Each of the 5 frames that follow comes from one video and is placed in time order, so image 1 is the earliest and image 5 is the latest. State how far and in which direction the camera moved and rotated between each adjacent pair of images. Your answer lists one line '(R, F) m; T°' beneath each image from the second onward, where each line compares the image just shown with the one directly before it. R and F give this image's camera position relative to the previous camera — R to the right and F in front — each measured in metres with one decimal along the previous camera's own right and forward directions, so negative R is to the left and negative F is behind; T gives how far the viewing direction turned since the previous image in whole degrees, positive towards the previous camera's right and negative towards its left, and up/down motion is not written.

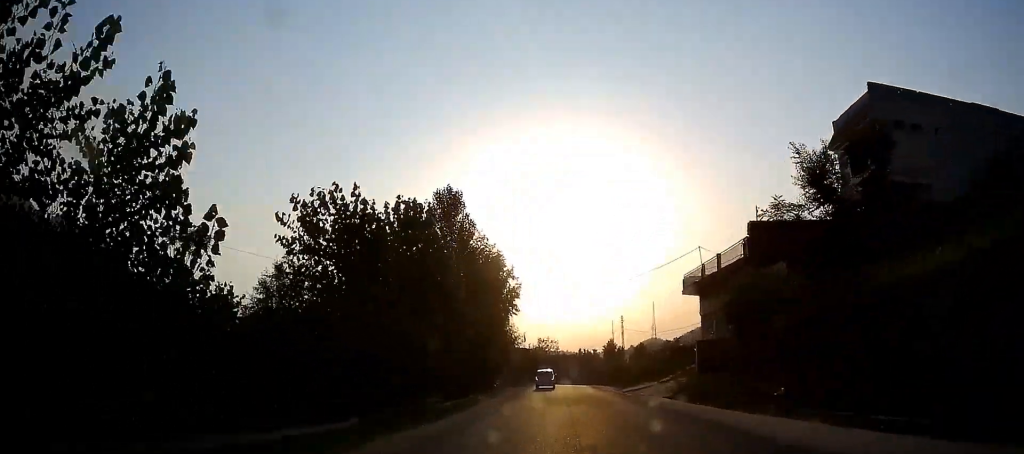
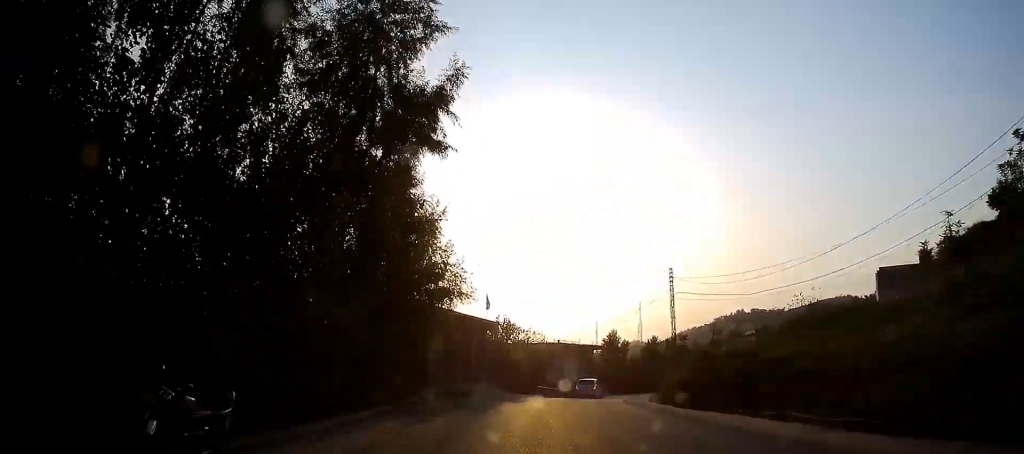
(+0.9, +38.0) m; +4°
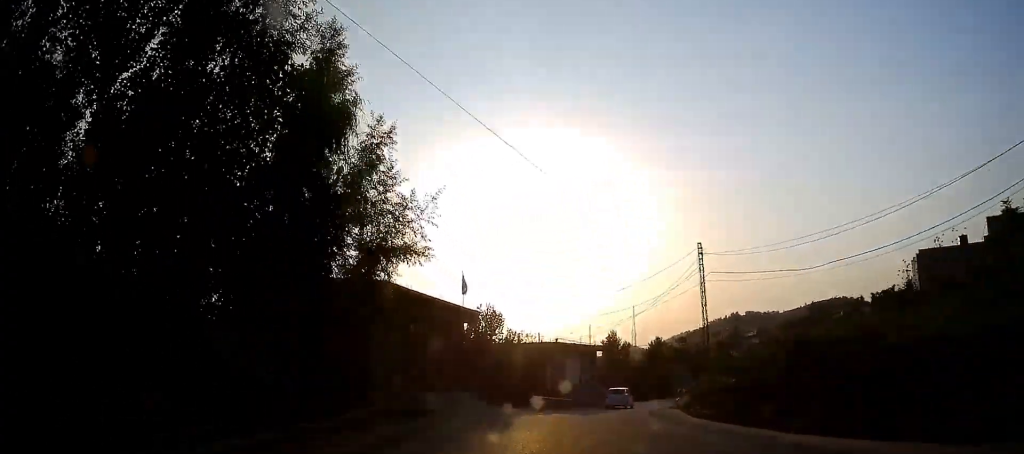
(+0.4, +9.9) m; +2°
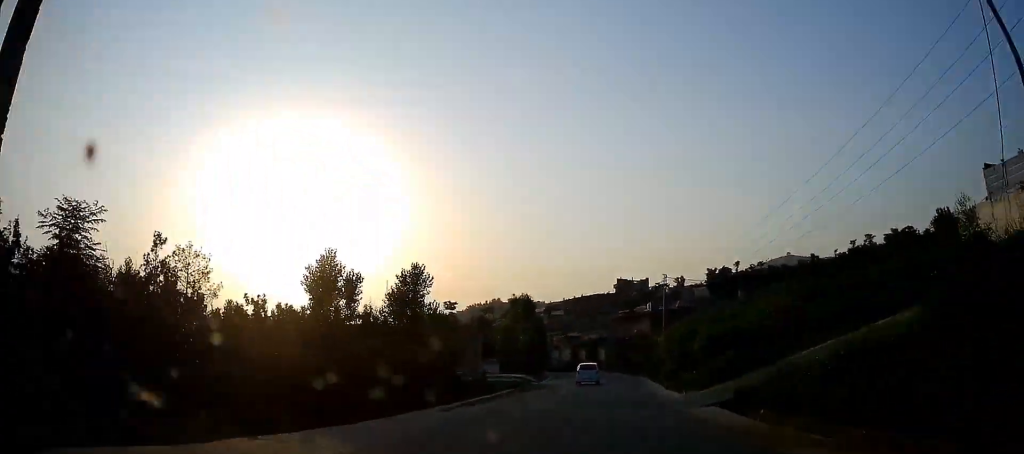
(+6.2, +53.9) m; +18°
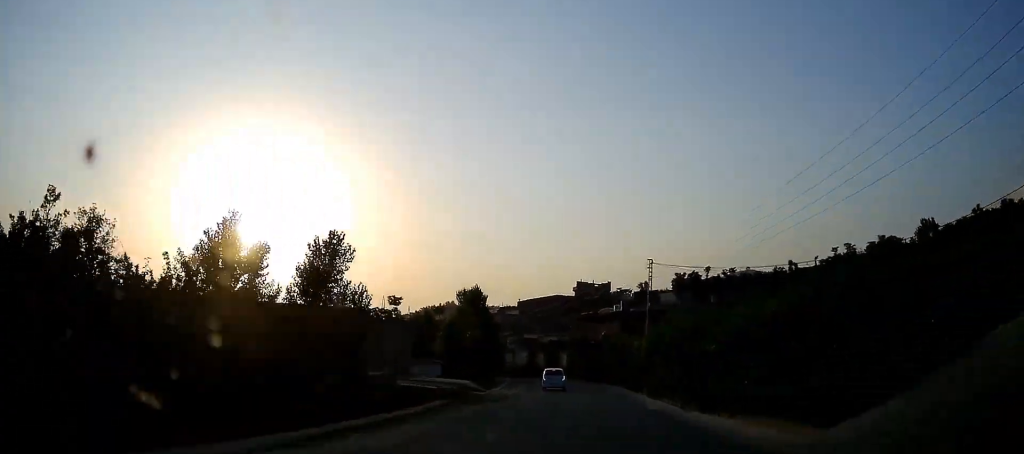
(+0.8, +10.9) m; +5°
